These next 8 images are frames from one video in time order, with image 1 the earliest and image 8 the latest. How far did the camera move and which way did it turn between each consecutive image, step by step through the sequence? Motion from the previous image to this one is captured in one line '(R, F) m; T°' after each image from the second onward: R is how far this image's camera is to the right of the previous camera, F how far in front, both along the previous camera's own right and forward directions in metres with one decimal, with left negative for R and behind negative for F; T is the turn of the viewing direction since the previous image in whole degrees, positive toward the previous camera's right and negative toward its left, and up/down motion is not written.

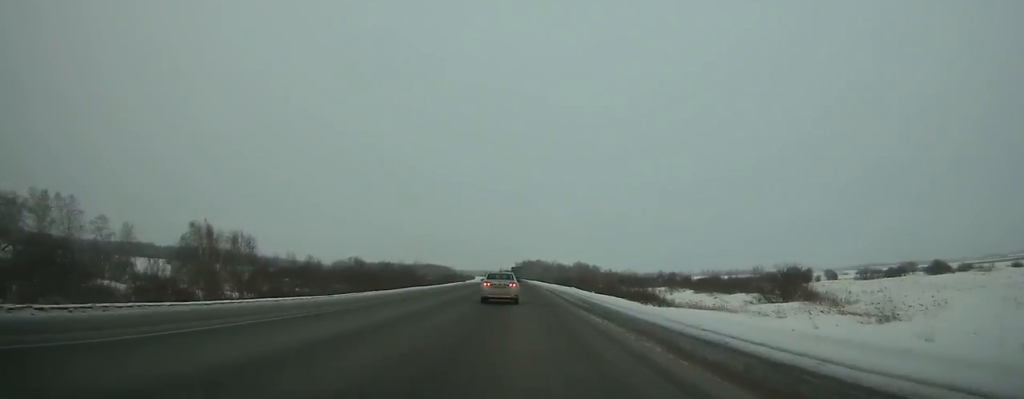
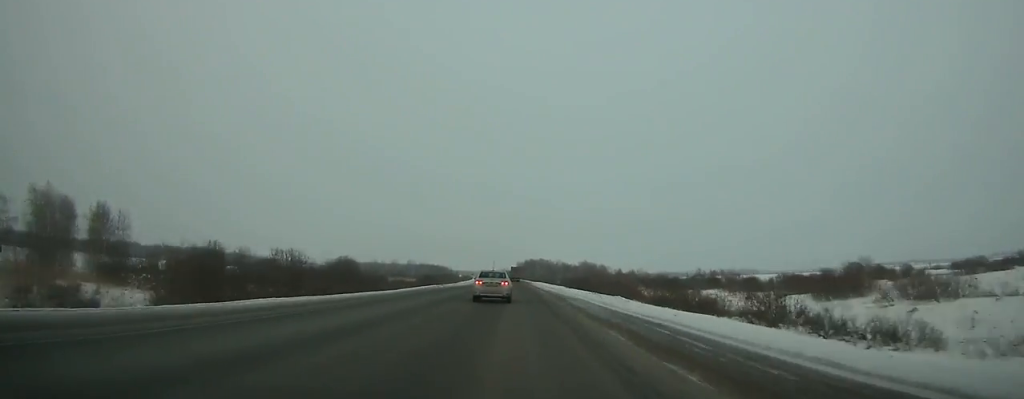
(-0.1, +43.4) m; 0°
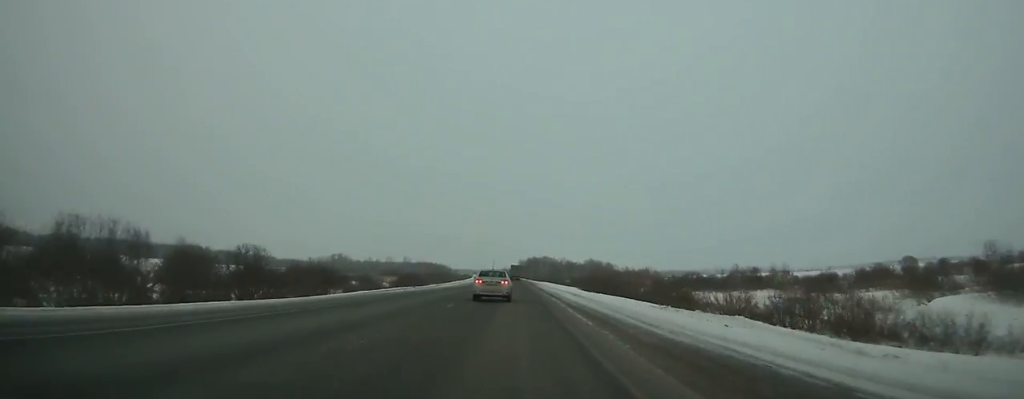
(0.0, +27.8) m; 0°
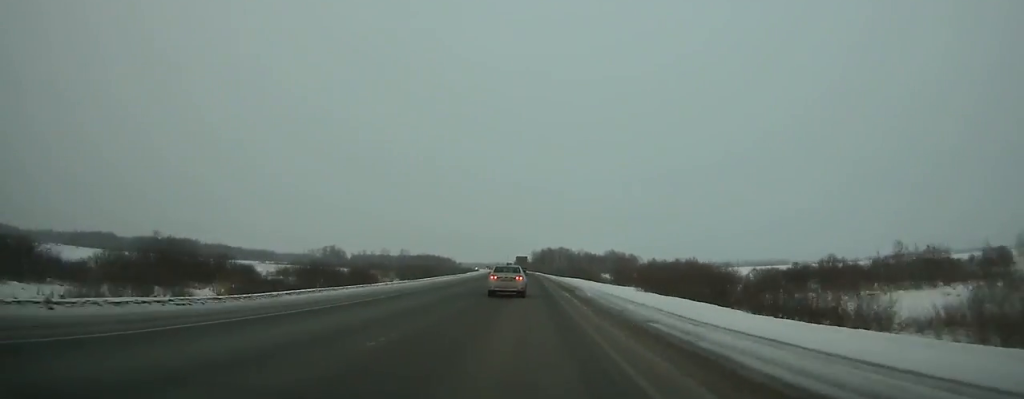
(-0.3, +58.3) m; 0°
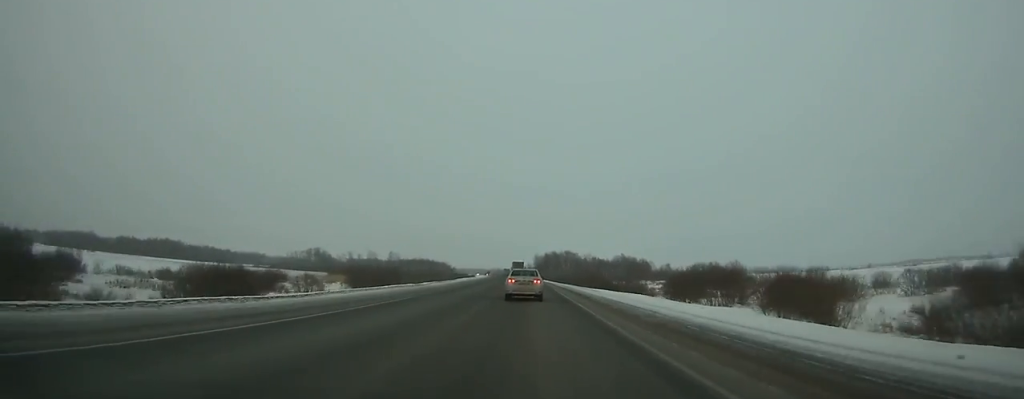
(-0.1, +42.1) m; 0°
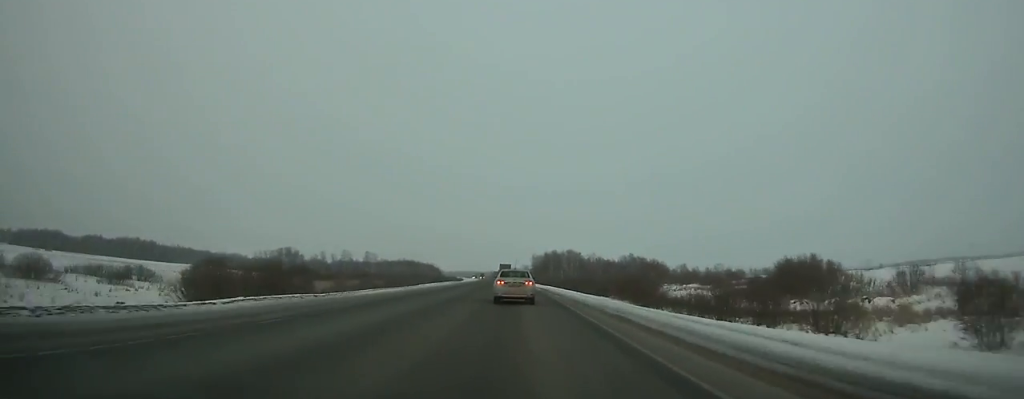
(+0.2, +51.5) m; 0°
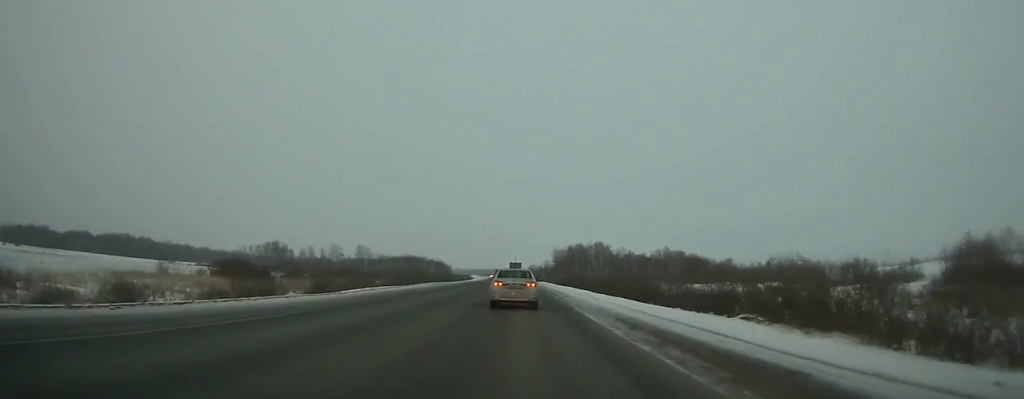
(-0.5, +51.0) m; -1°
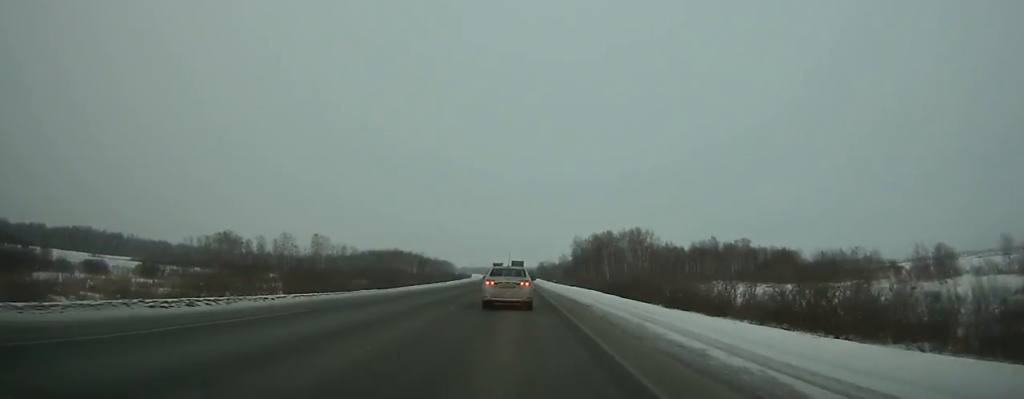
(-0.6, +73.6) m; -1°
